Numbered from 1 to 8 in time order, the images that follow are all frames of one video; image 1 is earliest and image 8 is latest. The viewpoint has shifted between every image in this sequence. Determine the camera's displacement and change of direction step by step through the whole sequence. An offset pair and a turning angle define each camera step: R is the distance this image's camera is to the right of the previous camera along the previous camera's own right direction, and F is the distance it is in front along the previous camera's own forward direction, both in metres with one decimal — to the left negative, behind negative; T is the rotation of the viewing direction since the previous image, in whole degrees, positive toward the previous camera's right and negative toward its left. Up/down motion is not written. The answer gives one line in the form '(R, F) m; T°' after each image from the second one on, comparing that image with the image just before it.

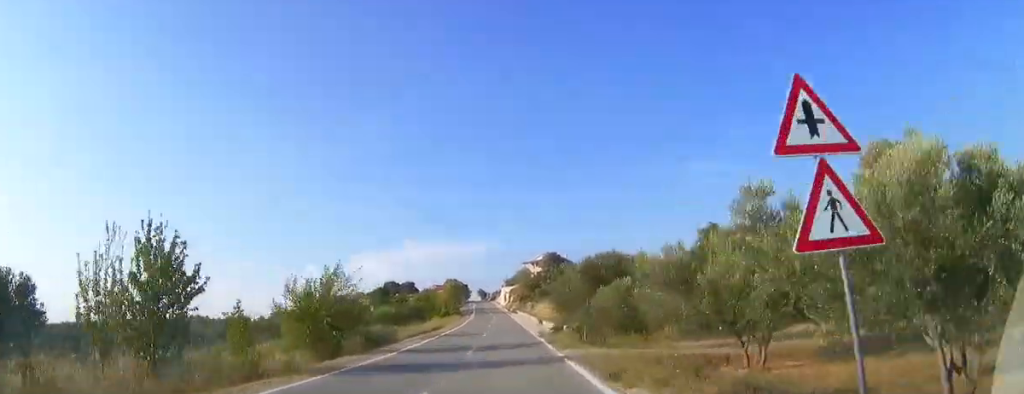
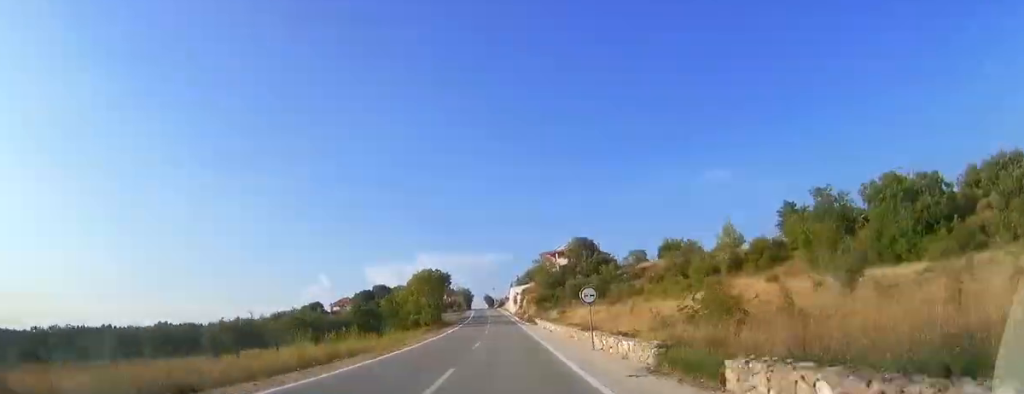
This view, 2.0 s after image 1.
(-0.4, +39.8) m; -2°
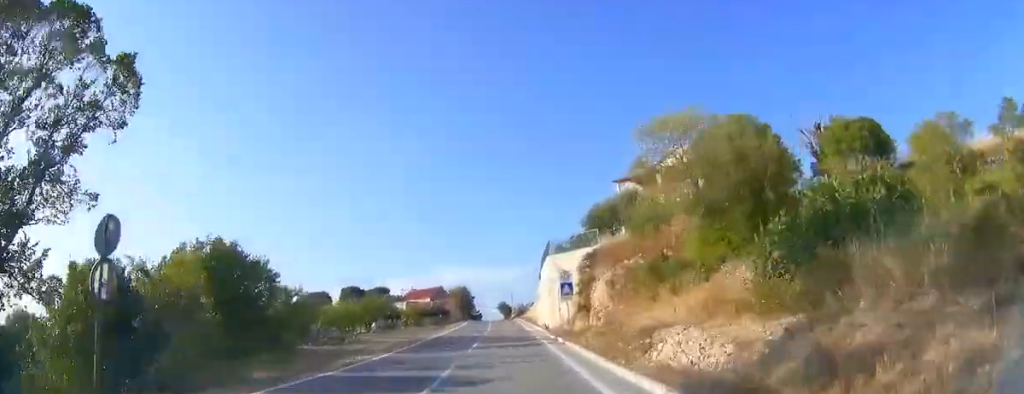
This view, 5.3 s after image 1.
(-1.1, +63.5) m; -1°
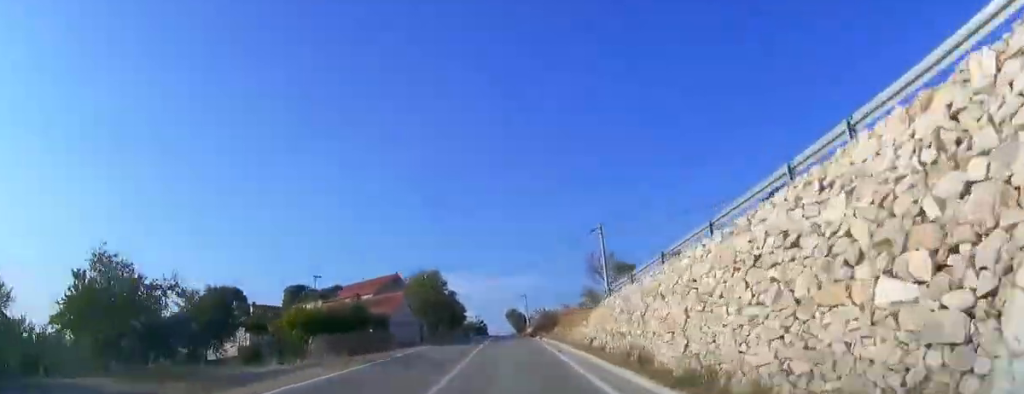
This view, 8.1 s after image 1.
(-0.4, +48.9) m; -1°
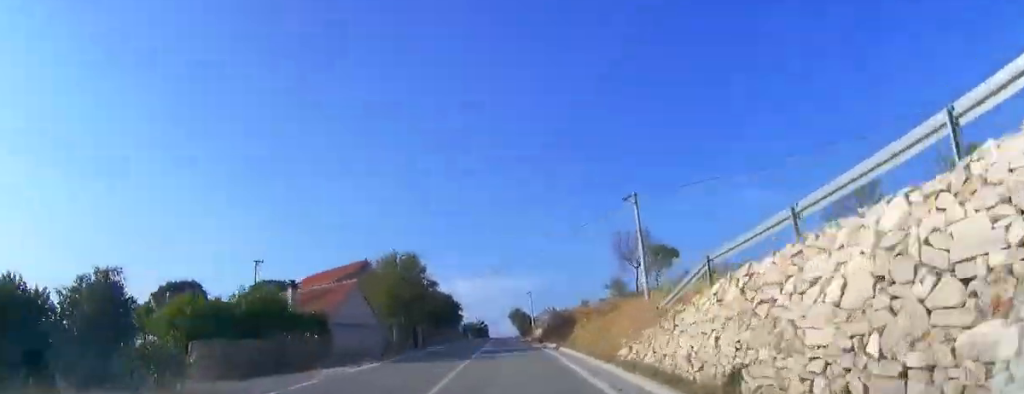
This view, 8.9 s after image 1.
(-0.1, +12.9) m; 0°
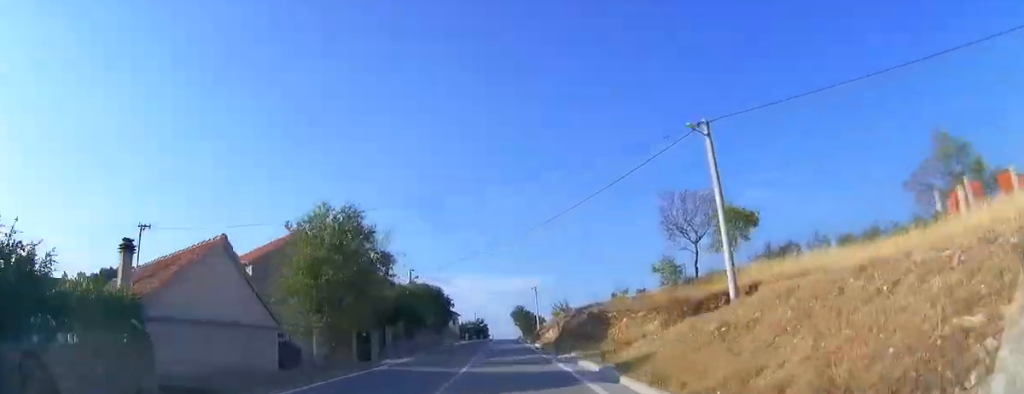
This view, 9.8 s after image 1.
(0.0, +13.8) m; 0°
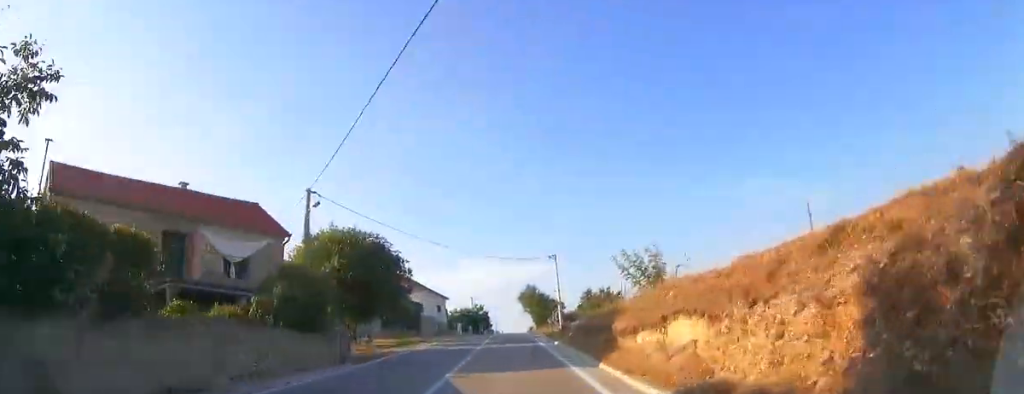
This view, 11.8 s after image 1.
(-0.3, +30.6) m; -1°
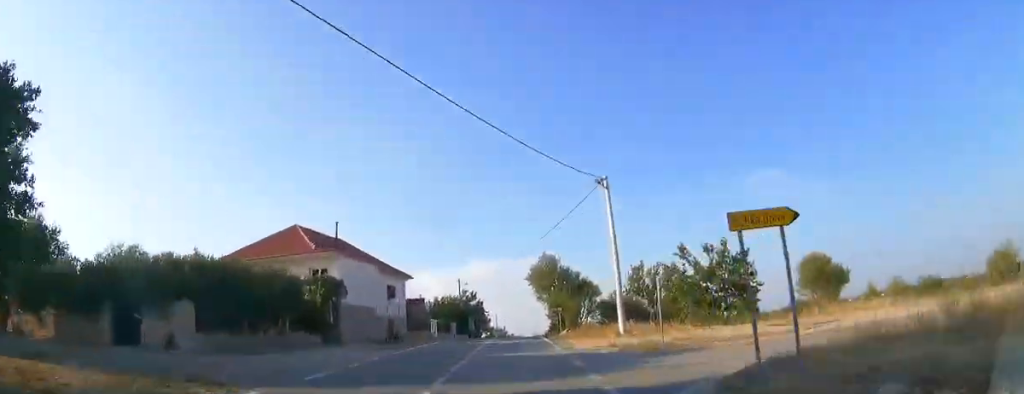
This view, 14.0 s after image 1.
(-0.1, +32.6) m; 0°
